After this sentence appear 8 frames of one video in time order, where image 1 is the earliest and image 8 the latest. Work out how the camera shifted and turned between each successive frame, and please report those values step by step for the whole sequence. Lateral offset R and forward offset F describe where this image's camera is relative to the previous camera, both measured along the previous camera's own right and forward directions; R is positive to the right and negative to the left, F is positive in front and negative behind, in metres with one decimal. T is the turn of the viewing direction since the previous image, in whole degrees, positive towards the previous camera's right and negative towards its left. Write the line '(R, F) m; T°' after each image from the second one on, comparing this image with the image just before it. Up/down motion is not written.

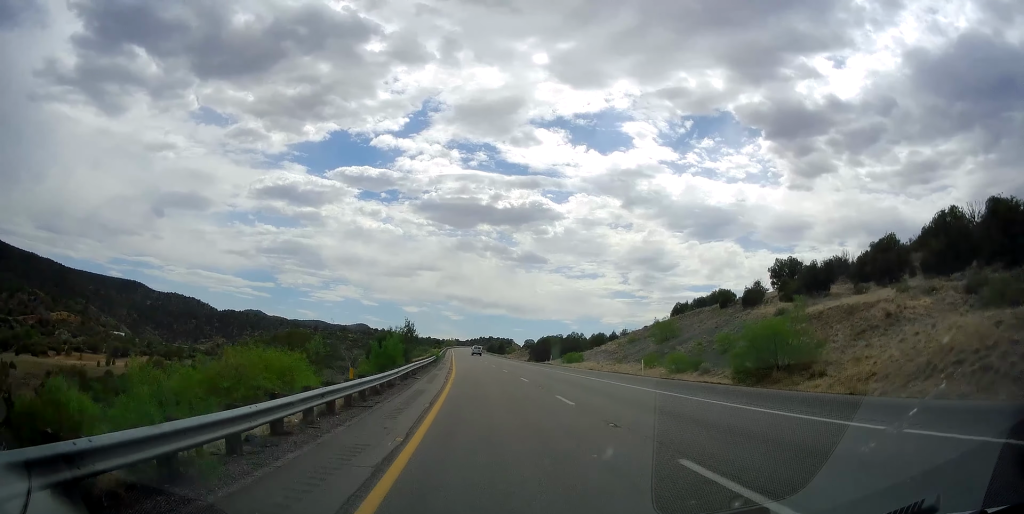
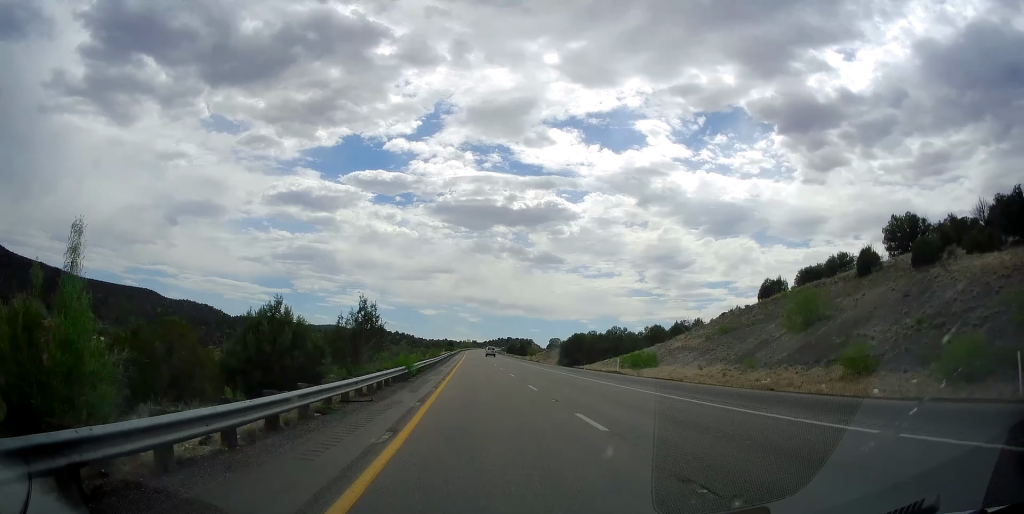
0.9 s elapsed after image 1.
(-0.5, +30.2) m; -2°
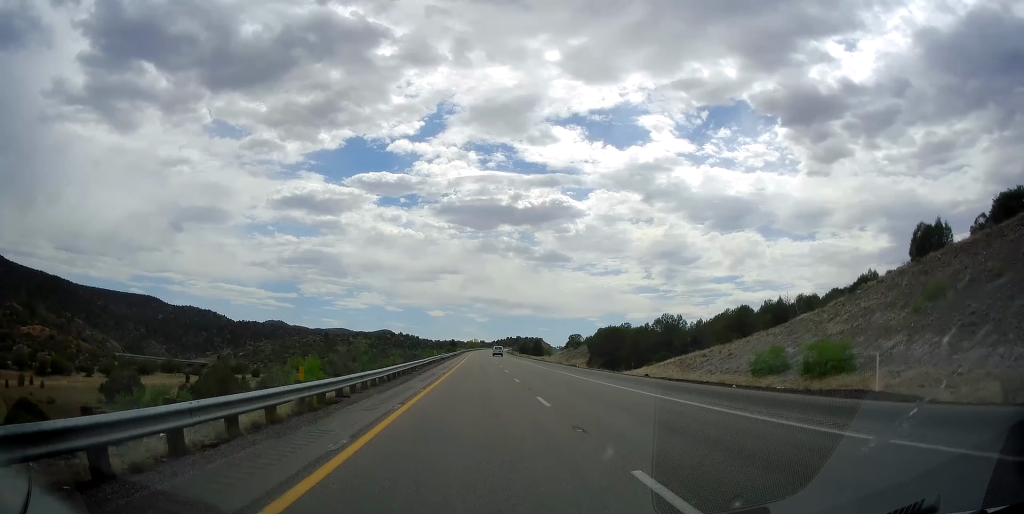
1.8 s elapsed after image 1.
(-0.8, +31.2) m; -2°
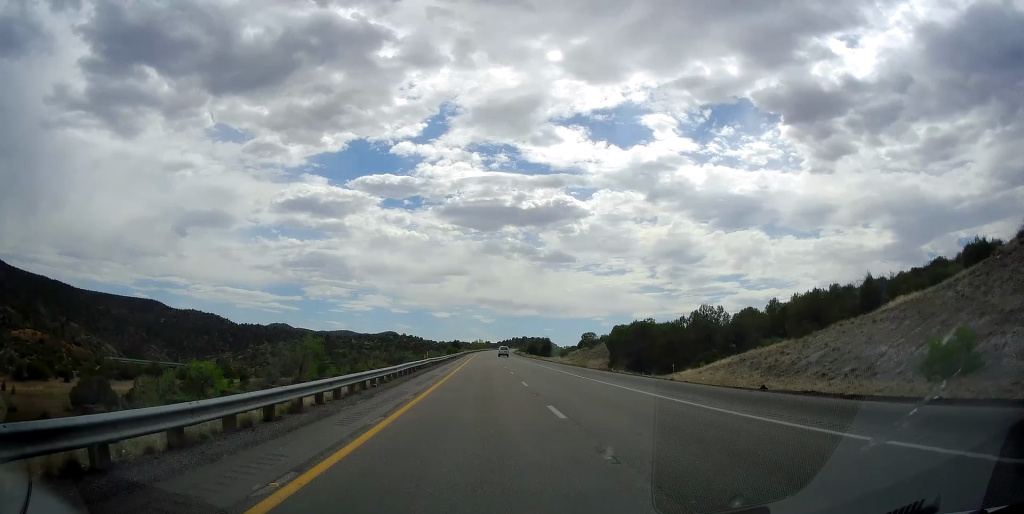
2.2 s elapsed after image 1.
(-0.1, +15.0) m; -1°
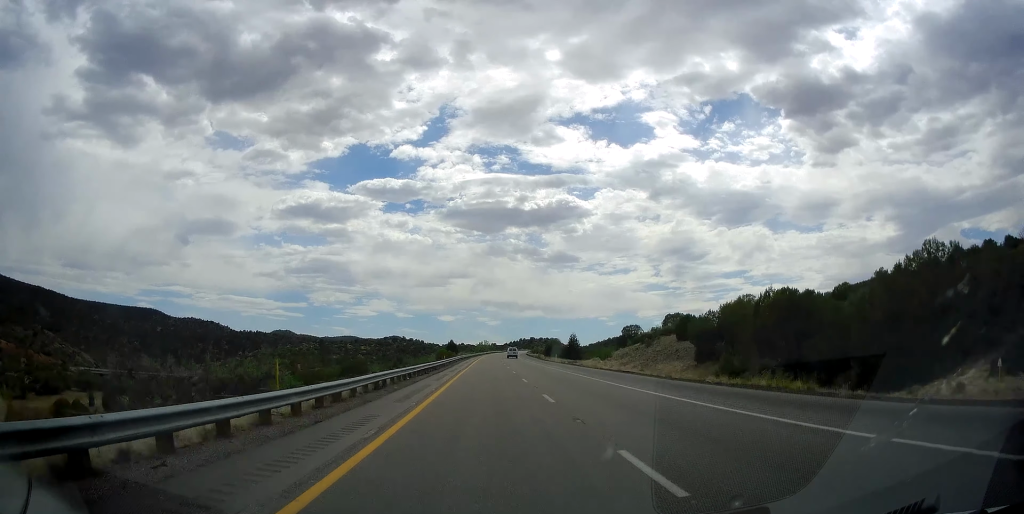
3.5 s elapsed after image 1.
(-0.6, +44.0) m; -1°
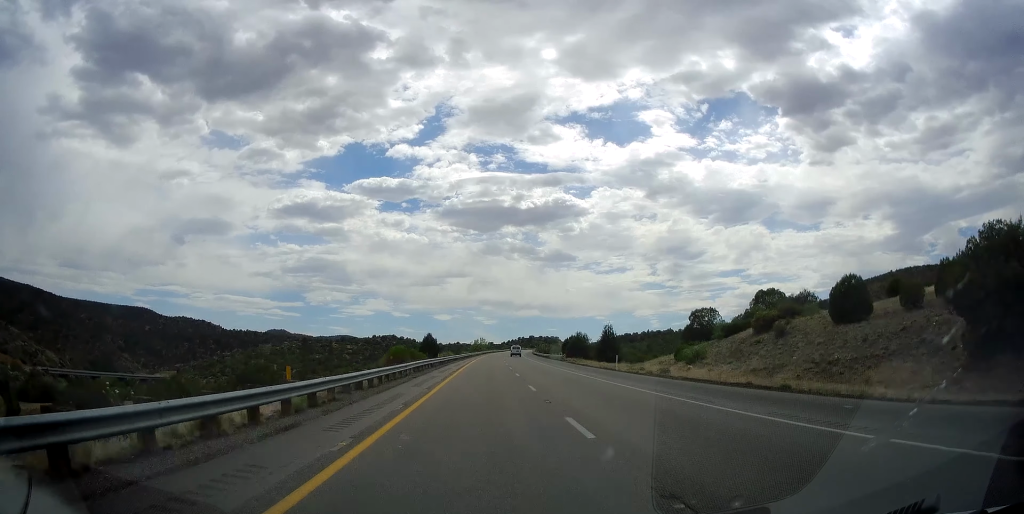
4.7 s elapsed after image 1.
(-0.2, +44.0) m; 0°
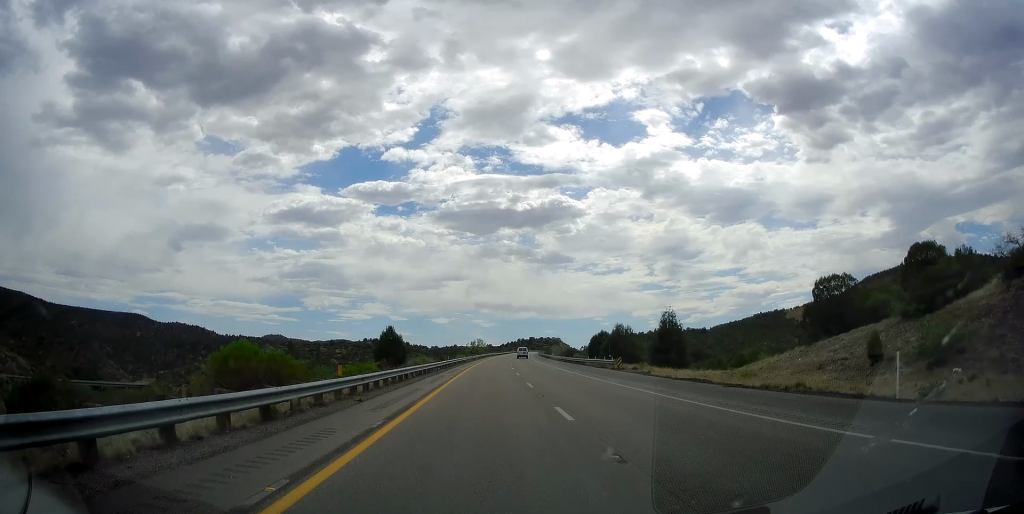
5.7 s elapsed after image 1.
(+0.2, +33.7) m; 0°
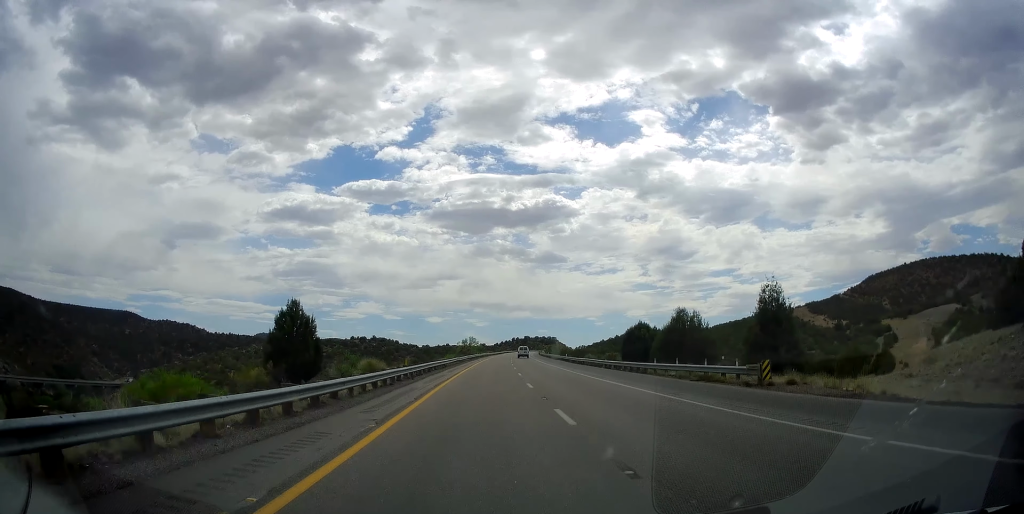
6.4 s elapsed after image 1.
(-0.1, +25.6) m; 0°
